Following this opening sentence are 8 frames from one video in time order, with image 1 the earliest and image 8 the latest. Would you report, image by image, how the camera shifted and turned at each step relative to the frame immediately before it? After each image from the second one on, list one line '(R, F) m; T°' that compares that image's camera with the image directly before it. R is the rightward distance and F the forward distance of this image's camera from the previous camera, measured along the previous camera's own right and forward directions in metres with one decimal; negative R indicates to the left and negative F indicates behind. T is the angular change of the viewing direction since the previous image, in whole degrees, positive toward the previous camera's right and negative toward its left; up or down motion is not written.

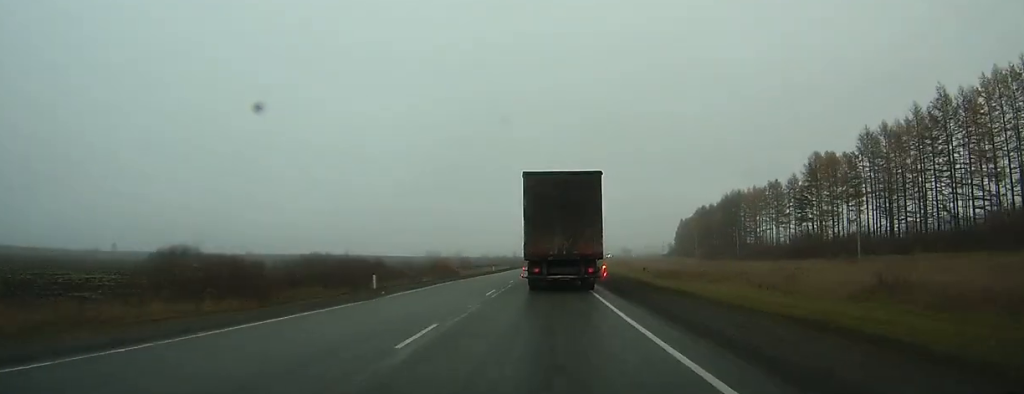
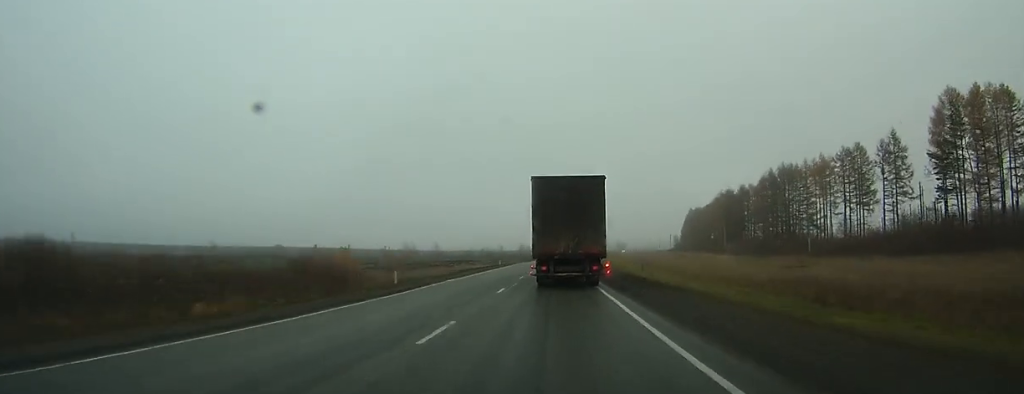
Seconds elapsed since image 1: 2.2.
(+0.5, +49.0) m; +1°
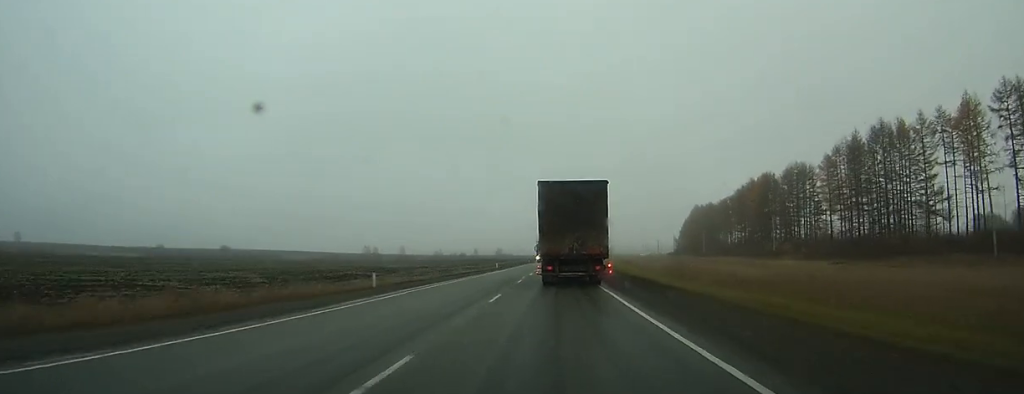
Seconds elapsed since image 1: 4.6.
(+0.6, +52.8) m; +2°
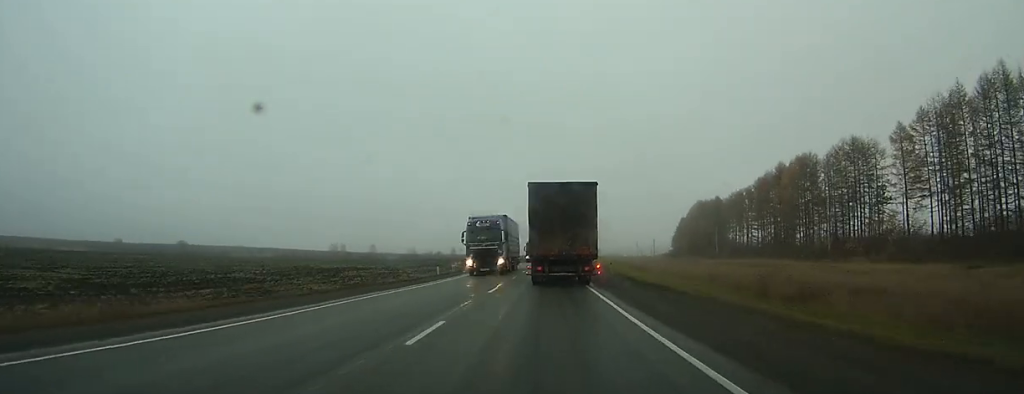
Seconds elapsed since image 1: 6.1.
(+0.4, +32.1) m; +1°
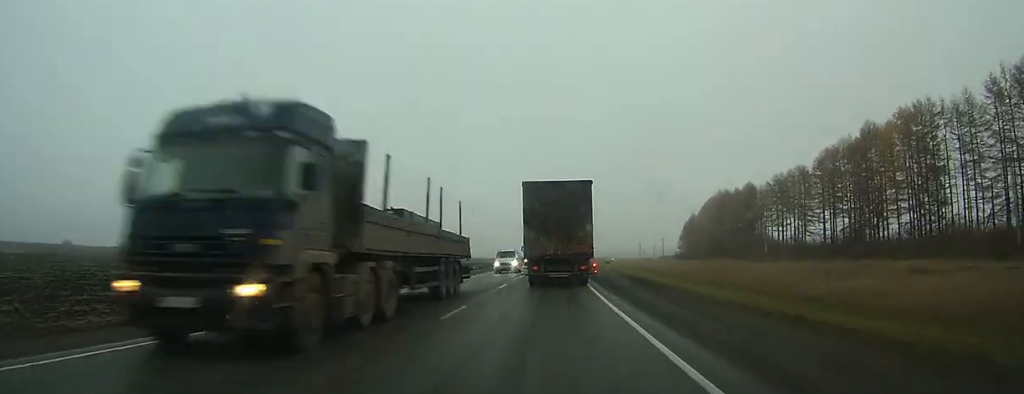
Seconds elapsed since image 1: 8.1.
(+0.6, +43.6) m; +1°
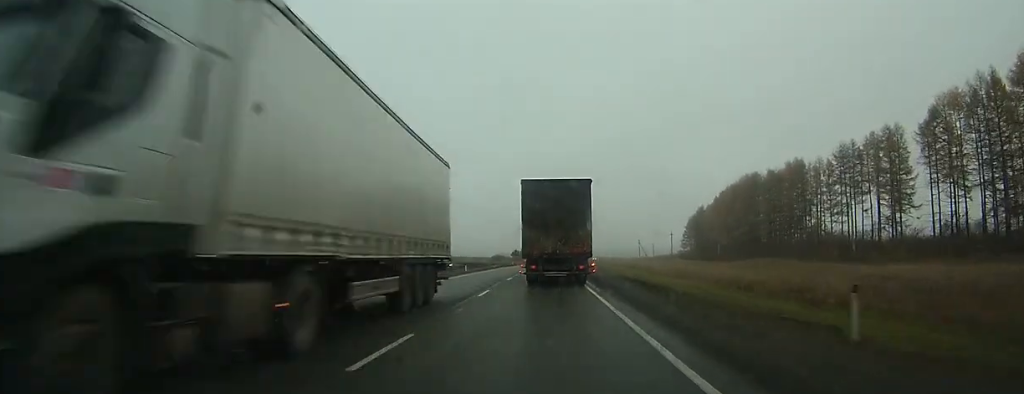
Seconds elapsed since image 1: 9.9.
(+0.5, +40.2) m; +1°
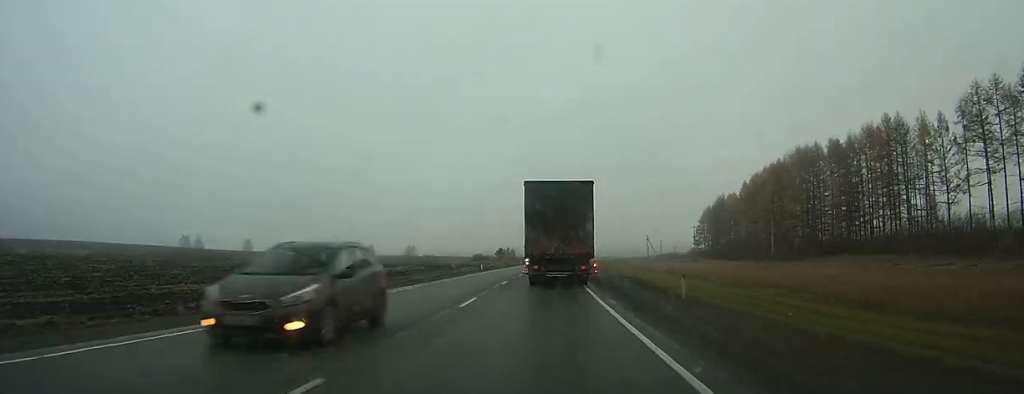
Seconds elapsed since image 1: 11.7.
(+0.4, +38.2) m; +1°
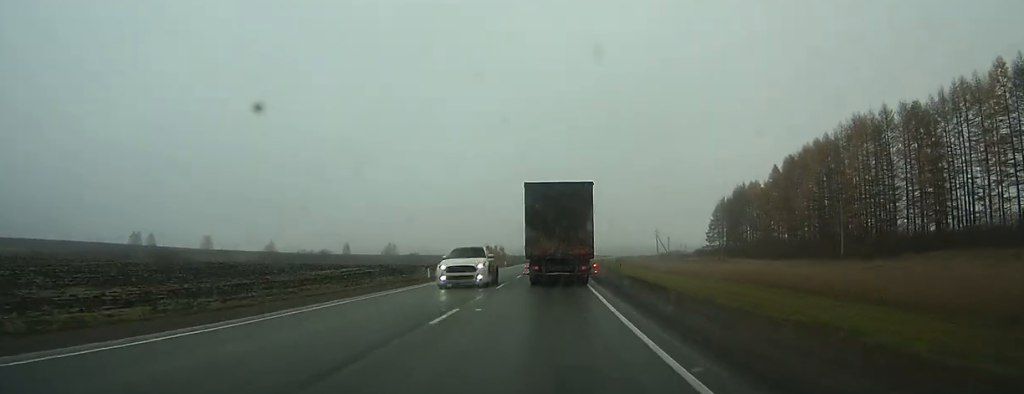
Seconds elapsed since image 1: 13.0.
(0.0, +26.6) m; +1°
